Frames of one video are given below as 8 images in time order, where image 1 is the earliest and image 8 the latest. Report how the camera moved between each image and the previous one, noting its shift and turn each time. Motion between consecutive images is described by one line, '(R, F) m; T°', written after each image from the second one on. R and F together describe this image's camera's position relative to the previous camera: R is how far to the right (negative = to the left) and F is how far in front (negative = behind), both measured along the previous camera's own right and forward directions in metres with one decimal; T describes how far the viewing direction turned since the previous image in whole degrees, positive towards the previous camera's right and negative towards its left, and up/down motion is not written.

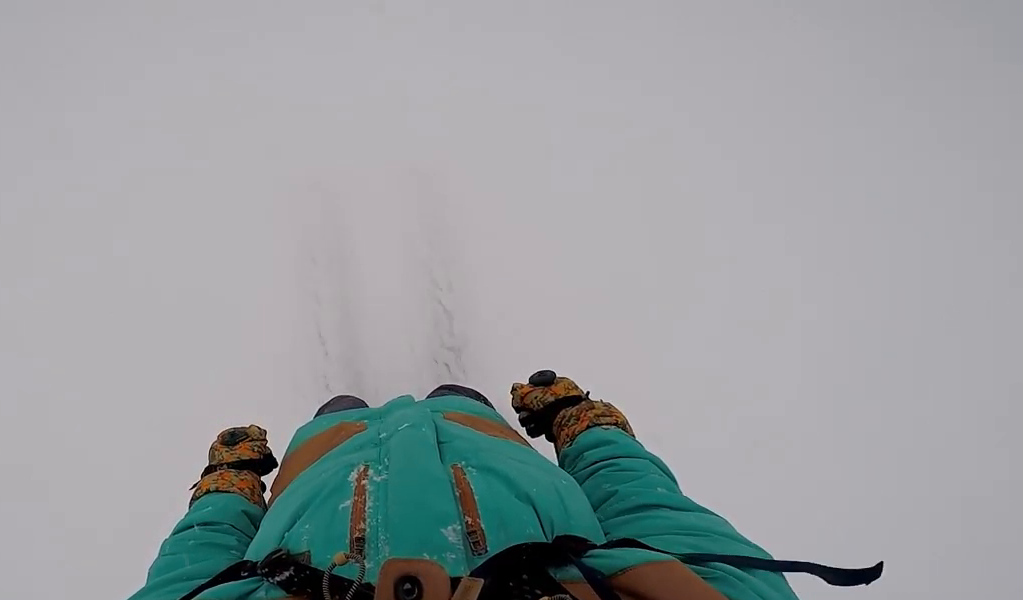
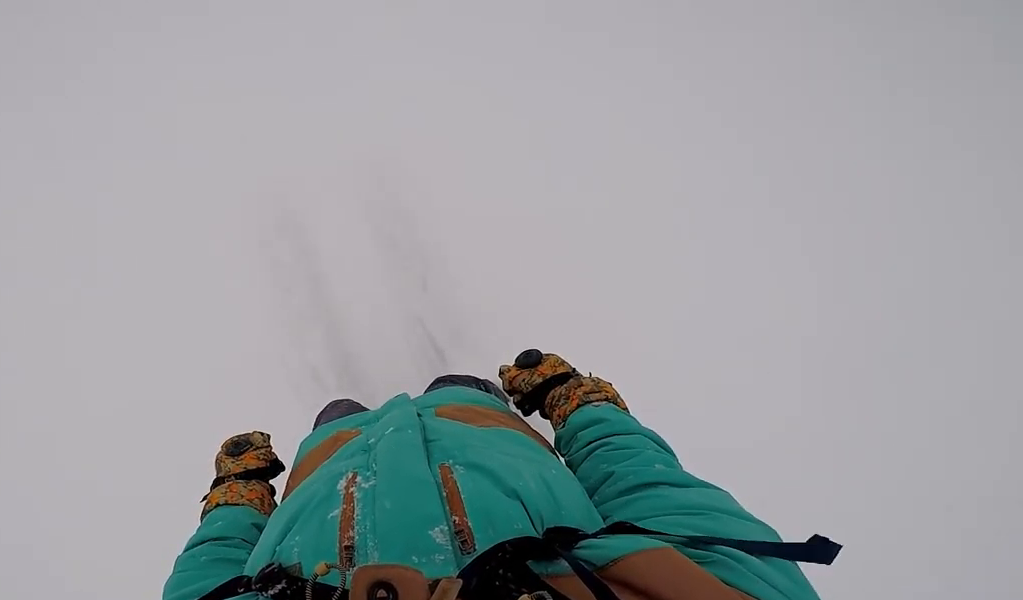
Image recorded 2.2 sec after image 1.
(-1.0, +12.6) m; -9°
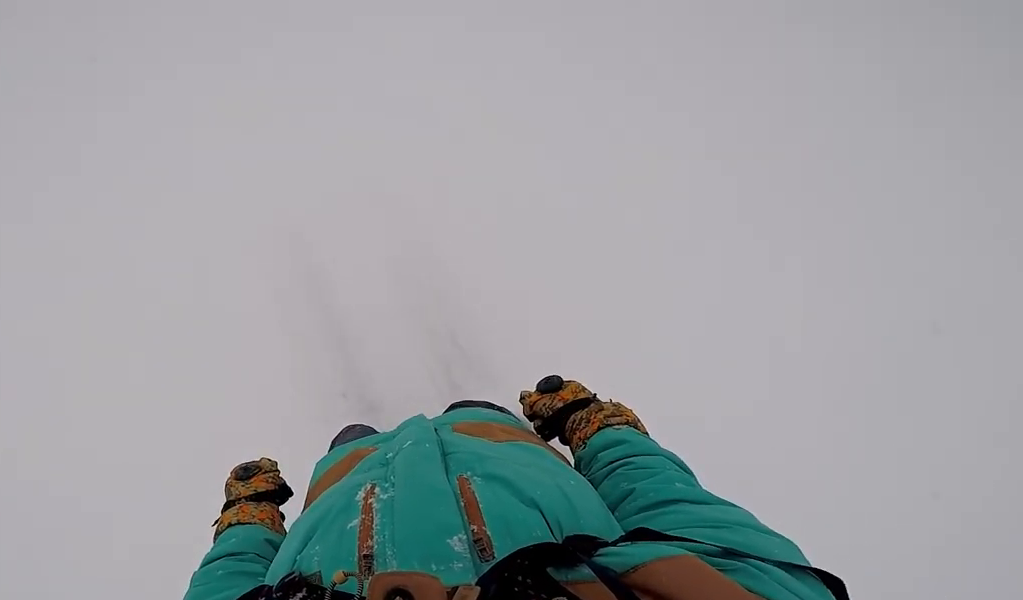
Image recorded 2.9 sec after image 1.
(-0.4, +3.7) m; +3°
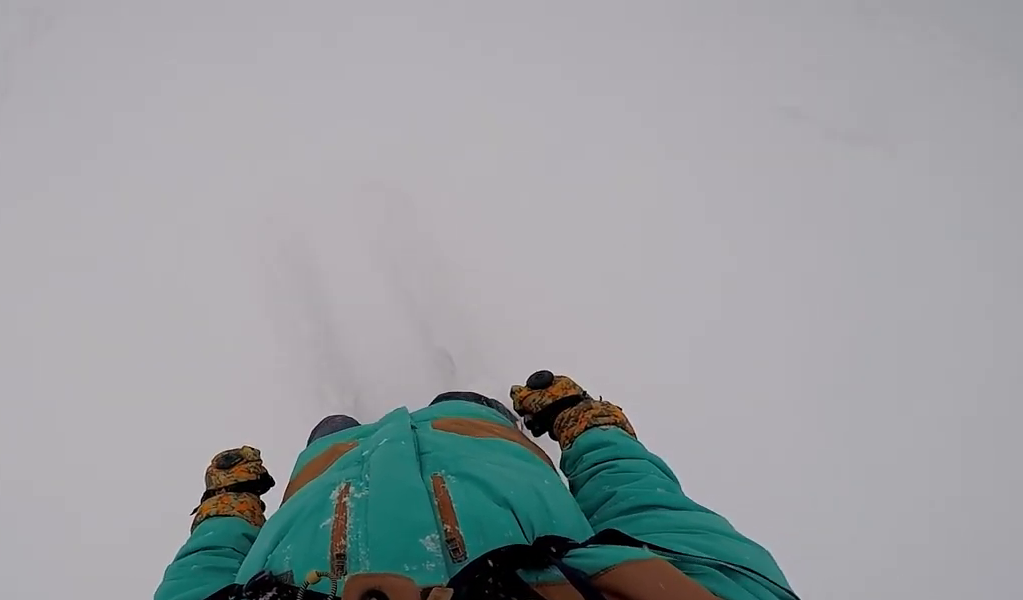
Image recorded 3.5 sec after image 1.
(+0.6, +3.0) m; +8°
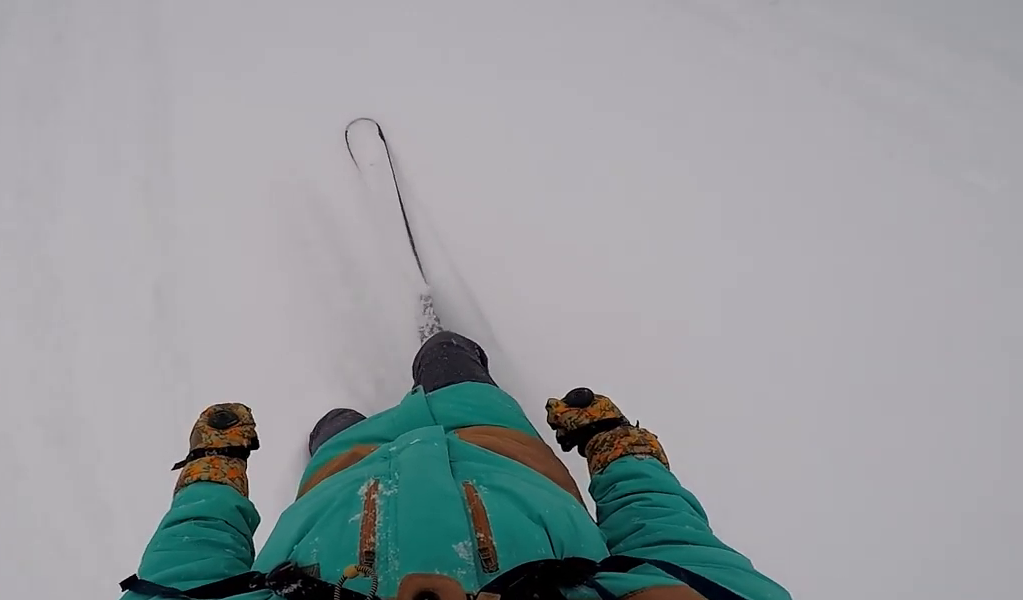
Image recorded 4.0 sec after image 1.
(+0.1, +2.6) m; +9°
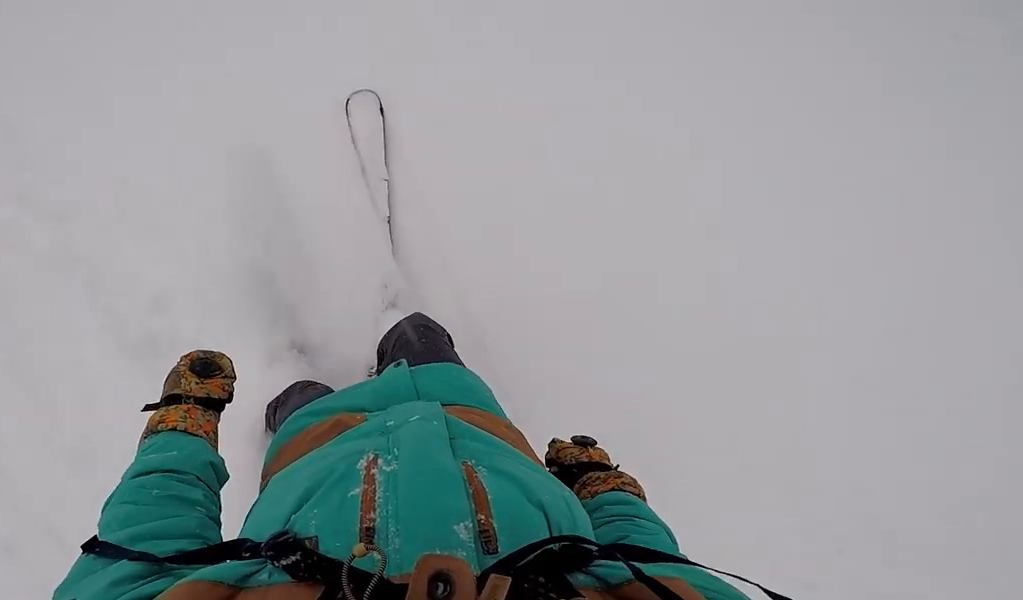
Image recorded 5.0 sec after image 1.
(+0.4, +4.3) m; +16°
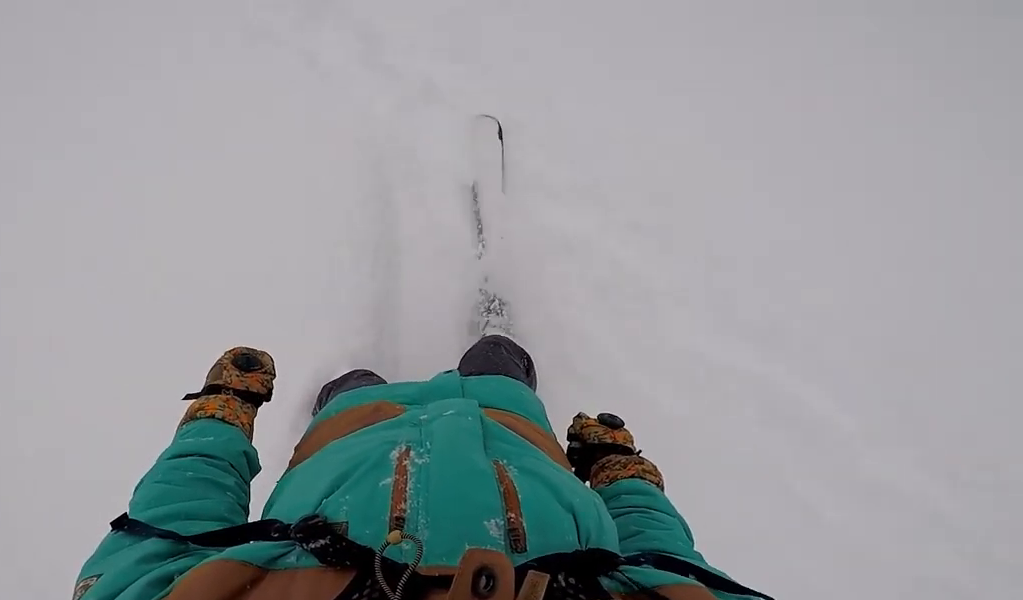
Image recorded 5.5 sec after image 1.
(+0.8, +2.2) m; +7°
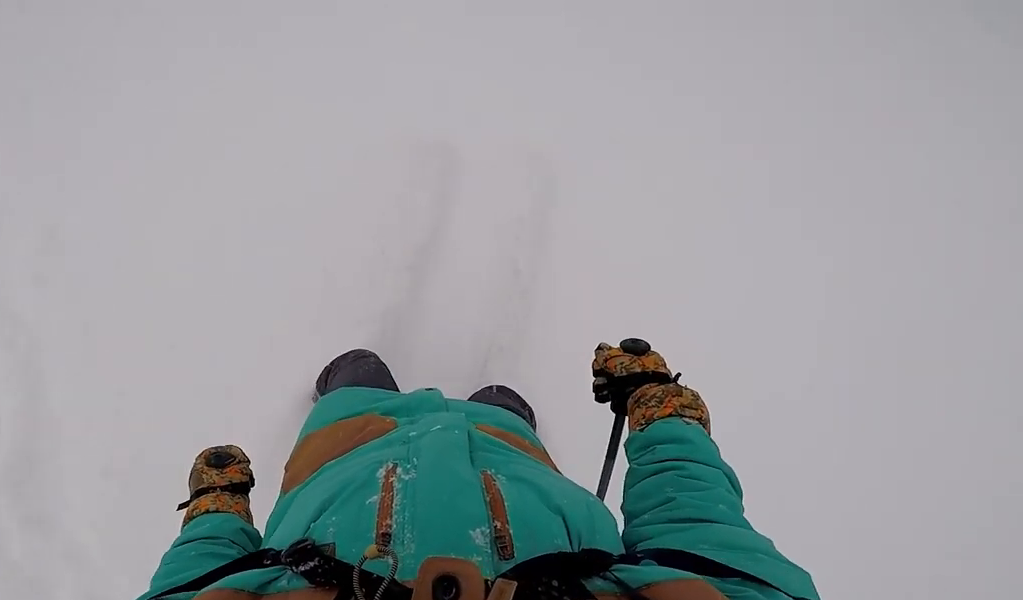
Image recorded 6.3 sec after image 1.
(-0.3, +2.9) m; -7°
